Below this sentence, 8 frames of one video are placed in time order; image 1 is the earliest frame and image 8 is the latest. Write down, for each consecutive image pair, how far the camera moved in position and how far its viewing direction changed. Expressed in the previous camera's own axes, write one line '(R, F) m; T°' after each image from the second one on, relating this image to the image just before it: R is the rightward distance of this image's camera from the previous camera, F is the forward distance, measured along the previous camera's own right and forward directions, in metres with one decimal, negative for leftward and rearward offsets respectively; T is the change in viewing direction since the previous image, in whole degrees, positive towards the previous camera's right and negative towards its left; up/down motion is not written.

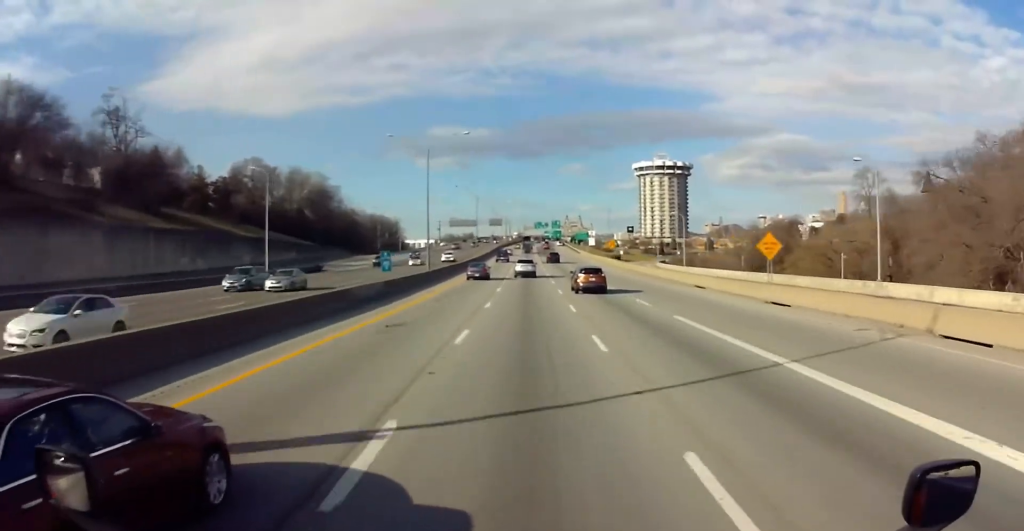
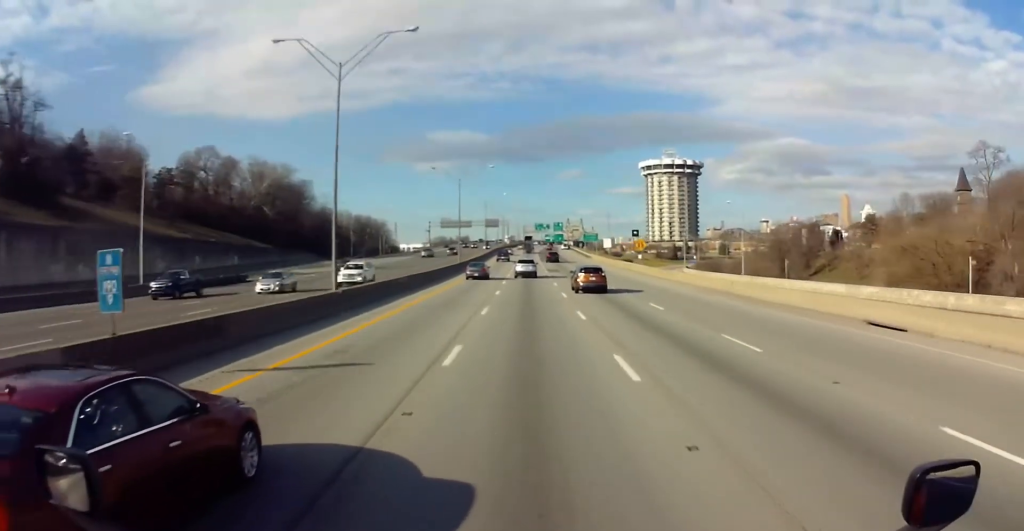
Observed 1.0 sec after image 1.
(0.0, +28.0) m; 0°
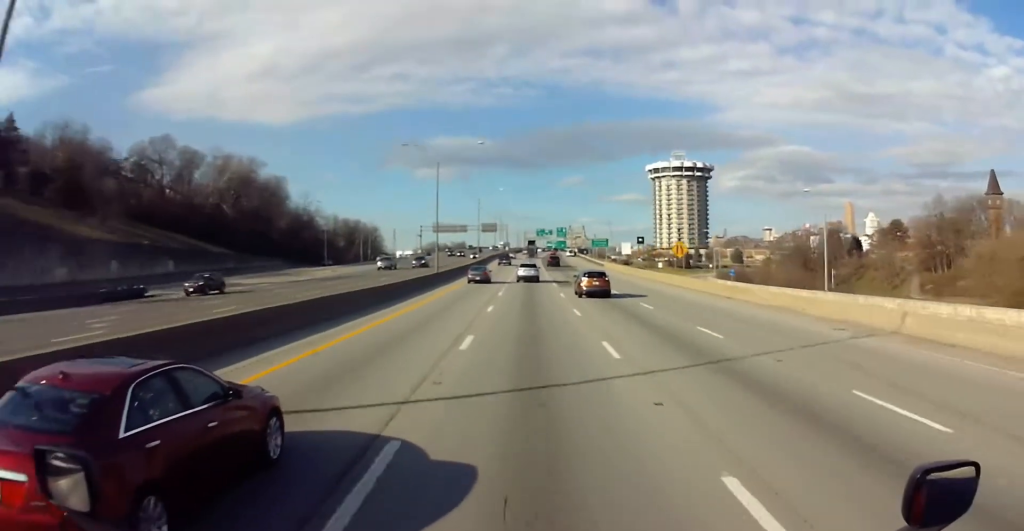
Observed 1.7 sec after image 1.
(0.0, +21.2) m; 0°
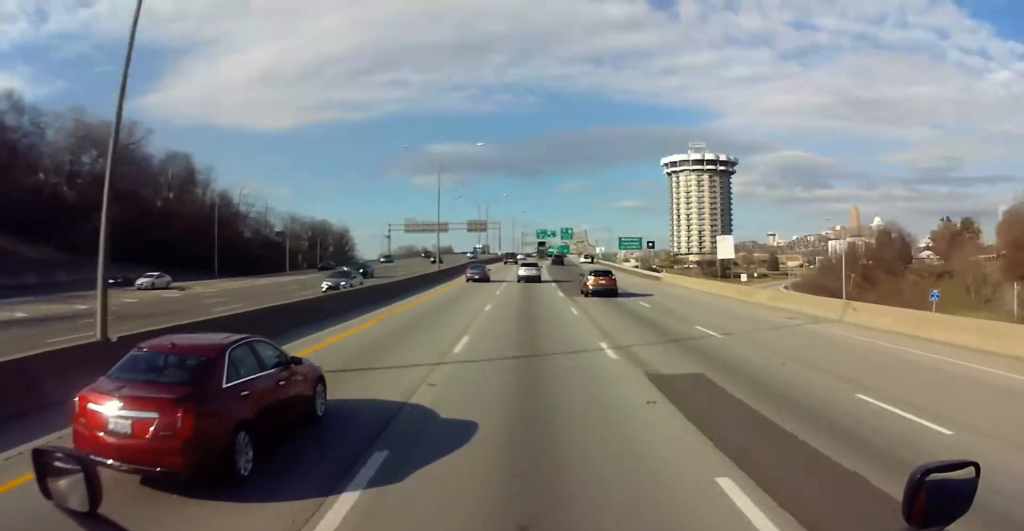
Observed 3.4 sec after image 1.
(0.0, +49.4) m; 0°
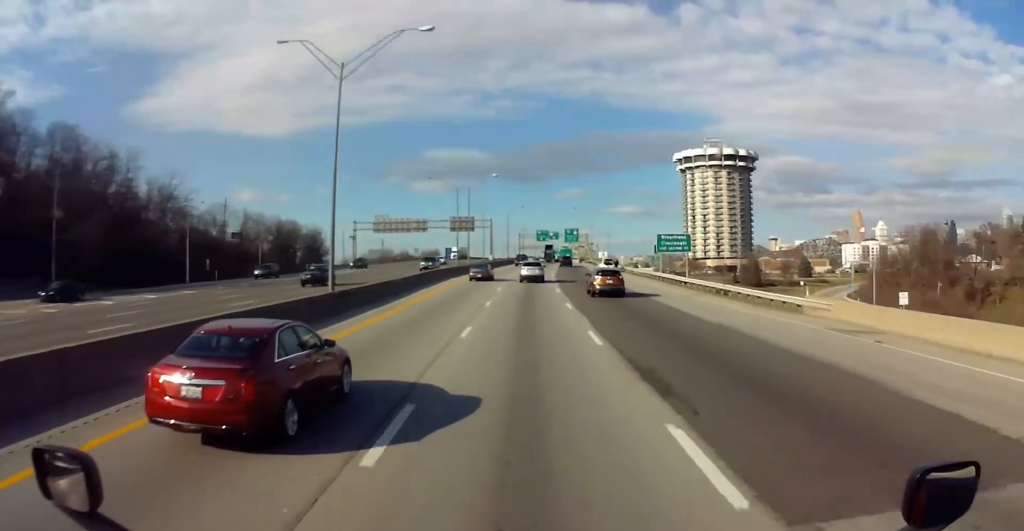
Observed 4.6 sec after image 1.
(0.0, +34.5) m; 0°
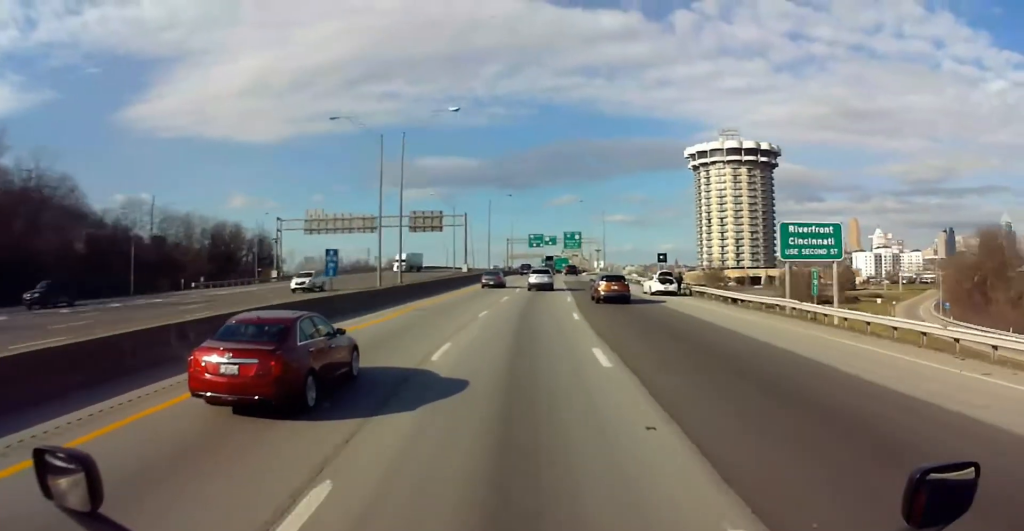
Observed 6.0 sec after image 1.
(+0.2, +40.3) m; +1°
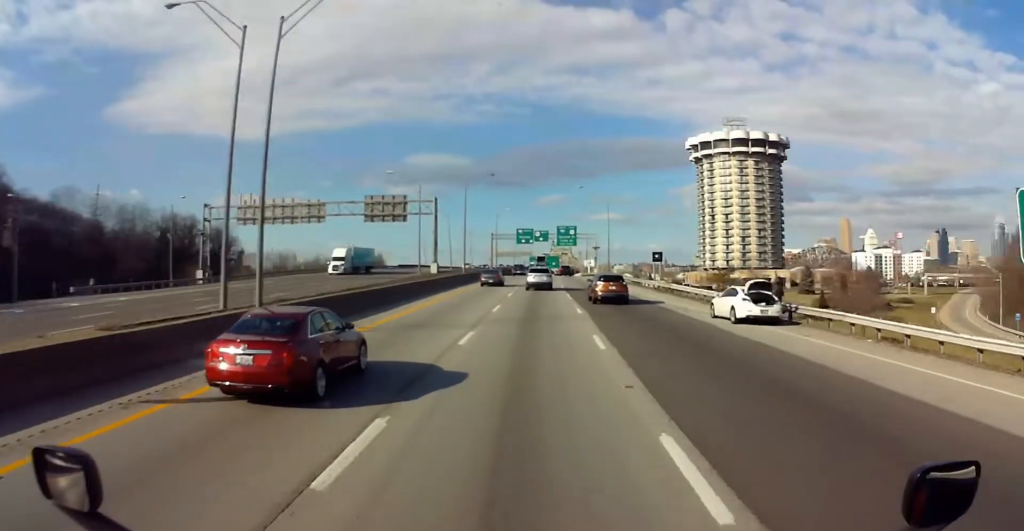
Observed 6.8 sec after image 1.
(+0.1, +21.3) m; 0°
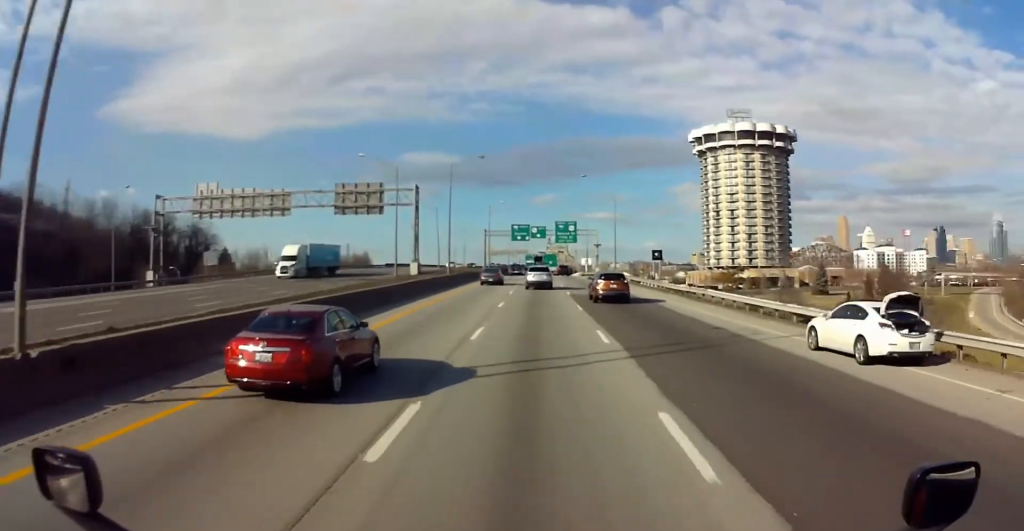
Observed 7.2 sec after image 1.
(0.0, +11.0) m; 0°
